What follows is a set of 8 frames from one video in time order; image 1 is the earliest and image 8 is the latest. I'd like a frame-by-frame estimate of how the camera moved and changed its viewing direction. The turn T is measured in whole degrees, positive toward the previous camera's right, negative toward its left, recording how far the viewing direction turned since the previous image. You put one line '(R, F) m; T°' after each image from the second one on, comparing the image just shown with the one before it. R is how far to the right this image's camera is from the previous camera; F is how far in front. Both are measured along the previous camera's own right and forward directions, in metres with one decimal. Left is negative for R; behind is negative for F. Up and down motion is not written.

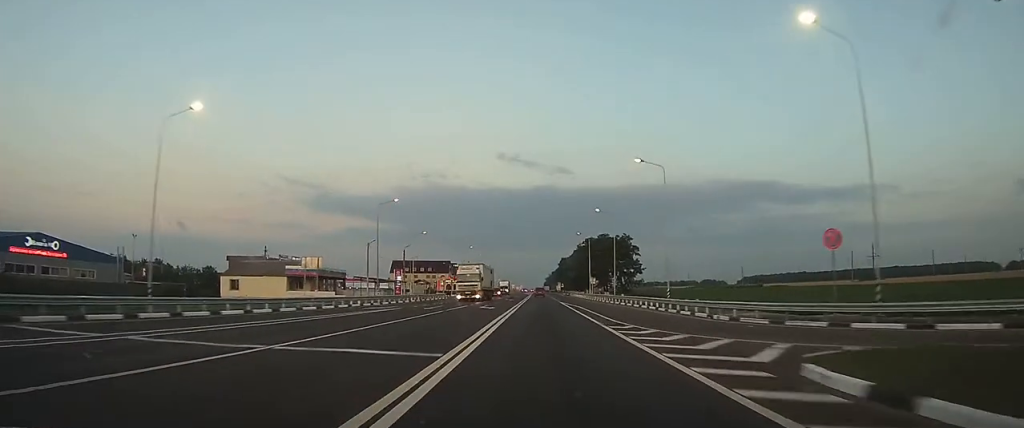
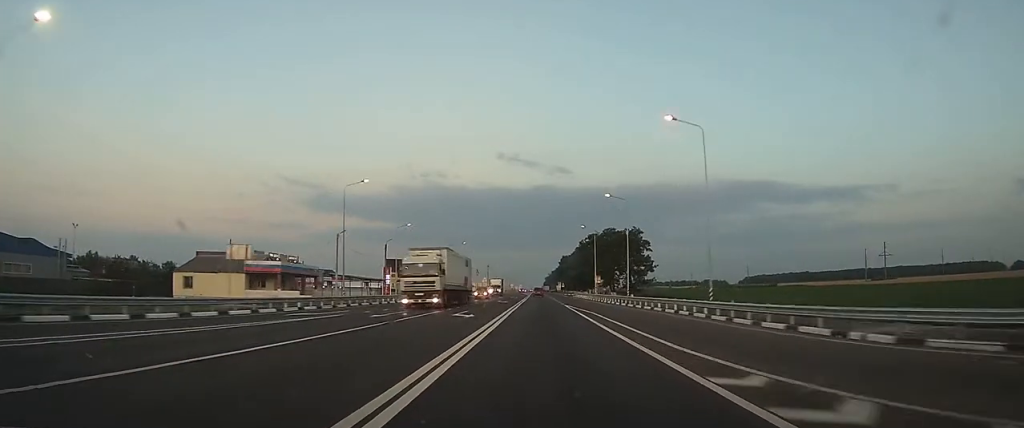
(0.0, +12.2) m; 0°
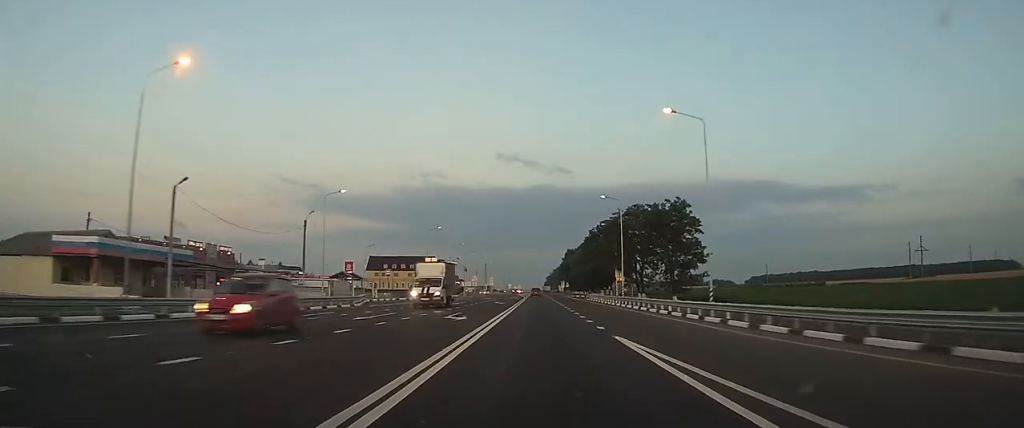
(0.0, +32.1) m; 0°
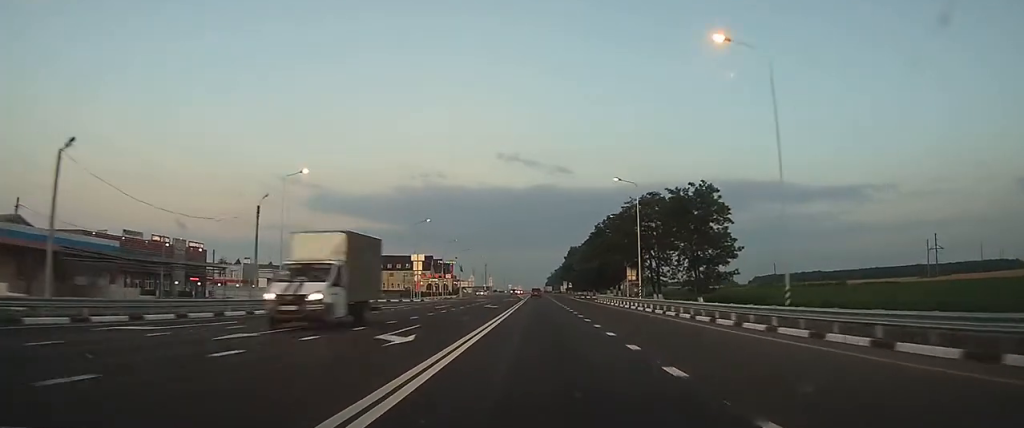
(0.0, +10.7) m; 0°
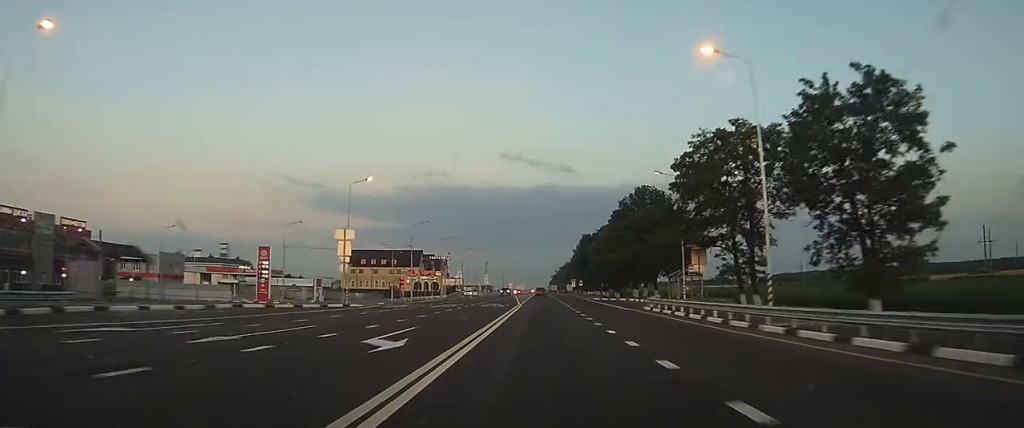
(-0.1, +31.3) m; -1°
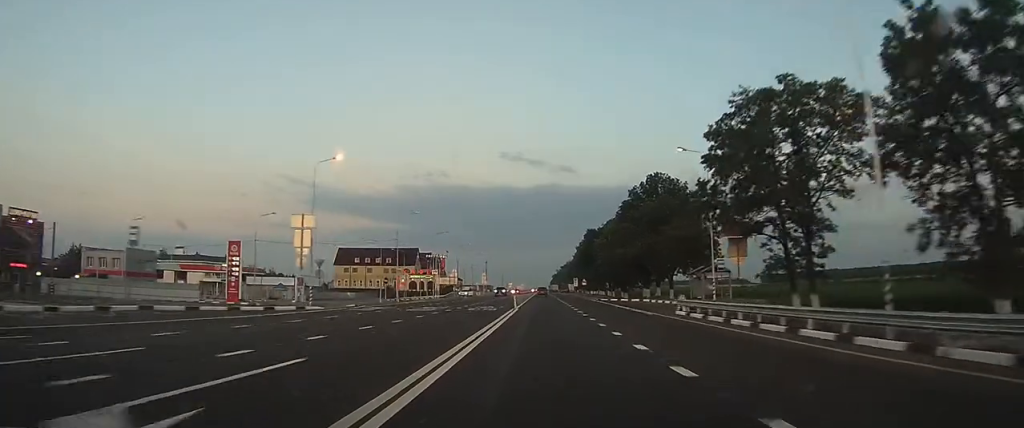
(0.0, +9.0) m; 0°
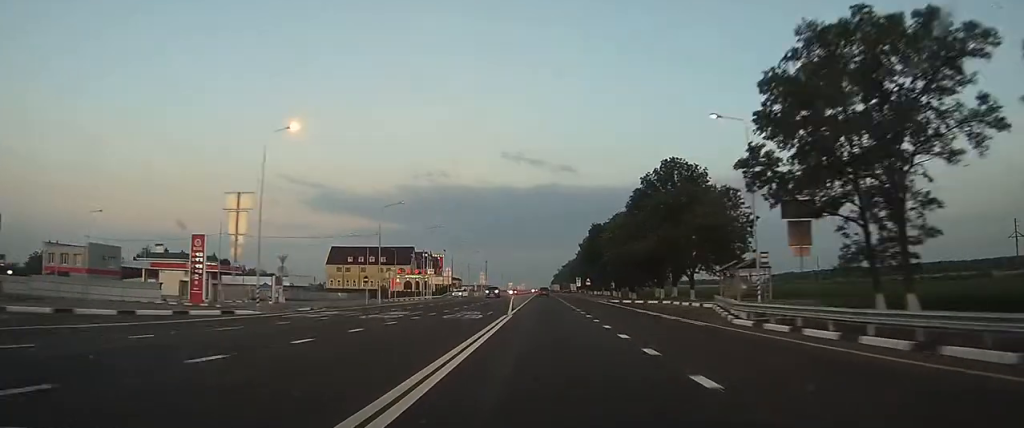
(0.0, +9.1) m; 0°
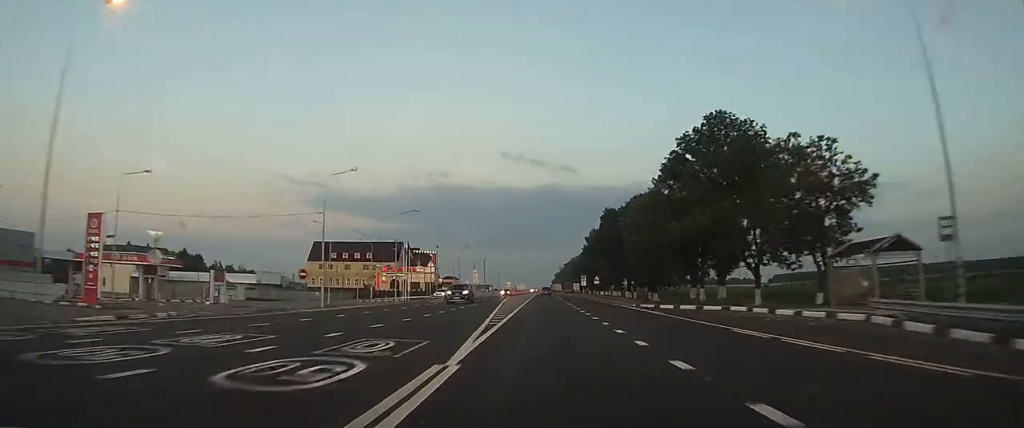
(0.0, +18.3) m; 0°
